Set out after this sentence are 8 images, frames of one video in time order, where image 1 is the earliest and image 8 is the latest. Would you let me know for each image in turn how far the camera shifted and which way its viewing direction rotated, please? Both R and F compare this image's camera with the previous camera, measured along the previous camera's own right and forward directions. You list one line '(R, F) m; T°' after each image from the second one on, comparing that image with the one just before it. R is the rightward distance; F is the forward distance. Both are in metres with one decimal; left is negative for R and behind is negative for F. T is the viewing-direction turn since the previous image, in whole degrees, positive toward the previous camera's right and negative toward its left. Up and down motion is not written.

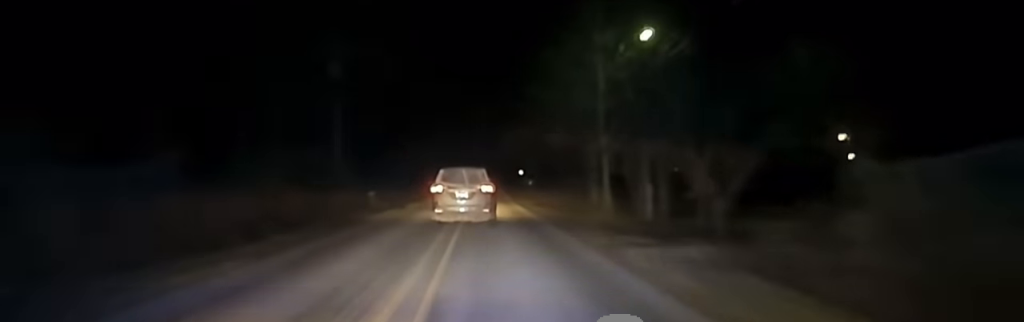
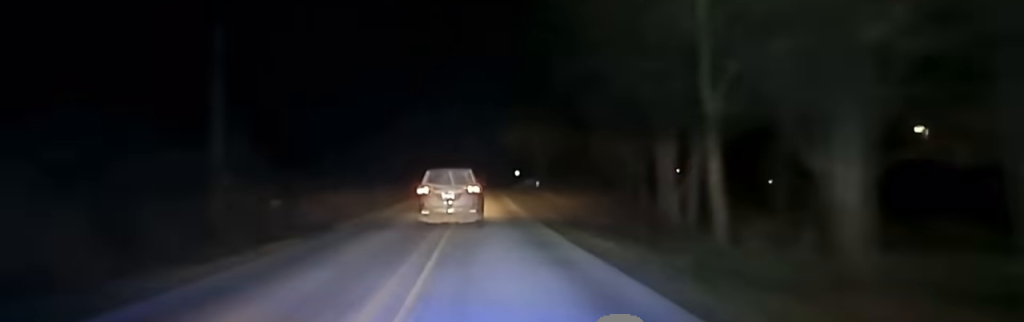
(-0.2, +23.3) m; 0°
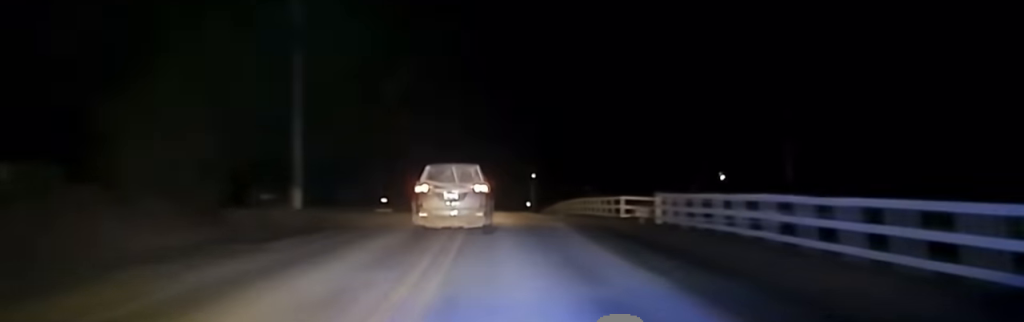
(+0.8, +91.5) m; 0°
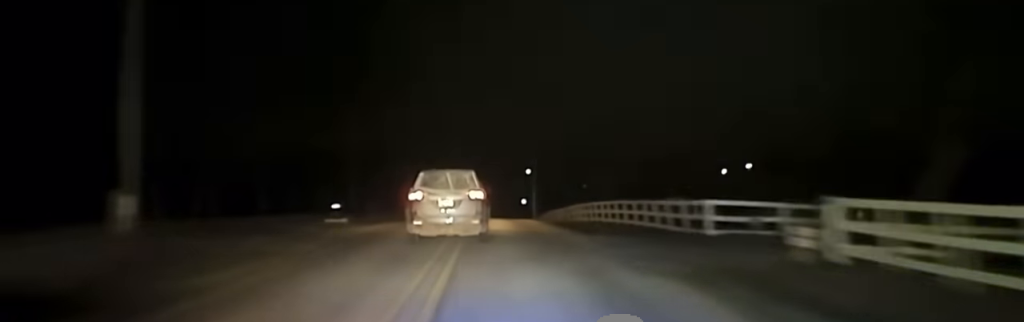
(+0.1, +18.4) m; 0°
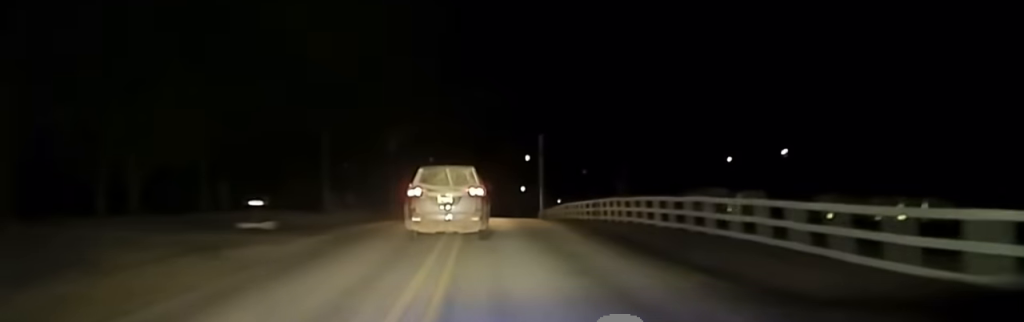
(-0.1, +16.5) m; 0°
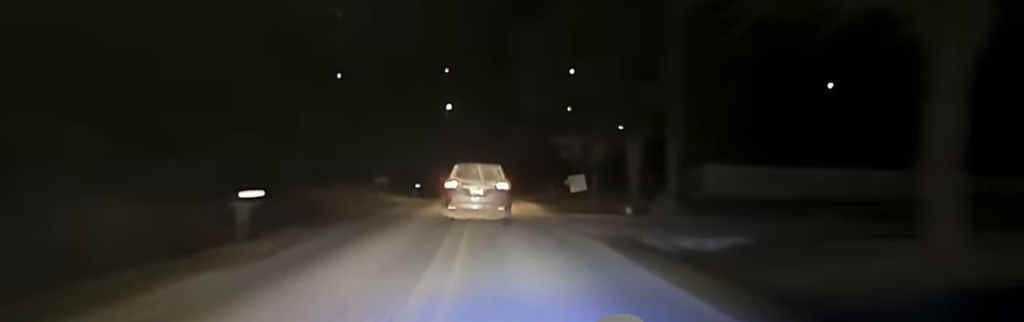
(-0.6, +110.7) m; -1°
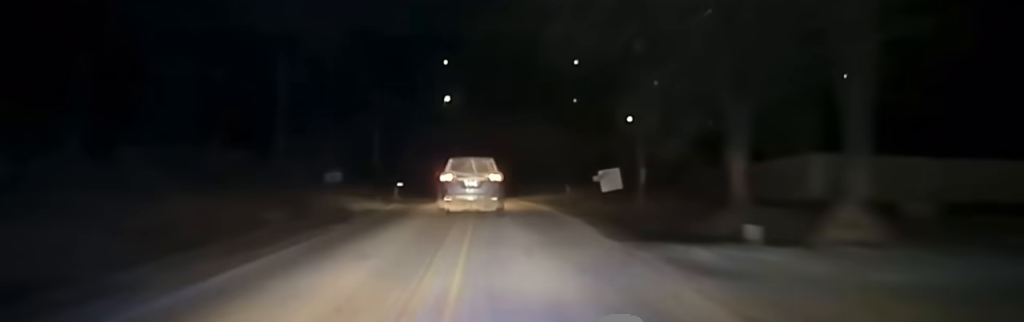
(-0.2, +16.5) m; 0°
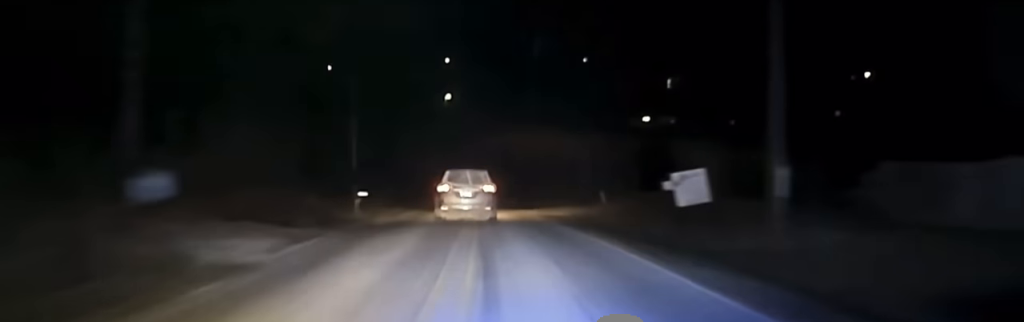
(-0.1, +17.9) m; 0°
